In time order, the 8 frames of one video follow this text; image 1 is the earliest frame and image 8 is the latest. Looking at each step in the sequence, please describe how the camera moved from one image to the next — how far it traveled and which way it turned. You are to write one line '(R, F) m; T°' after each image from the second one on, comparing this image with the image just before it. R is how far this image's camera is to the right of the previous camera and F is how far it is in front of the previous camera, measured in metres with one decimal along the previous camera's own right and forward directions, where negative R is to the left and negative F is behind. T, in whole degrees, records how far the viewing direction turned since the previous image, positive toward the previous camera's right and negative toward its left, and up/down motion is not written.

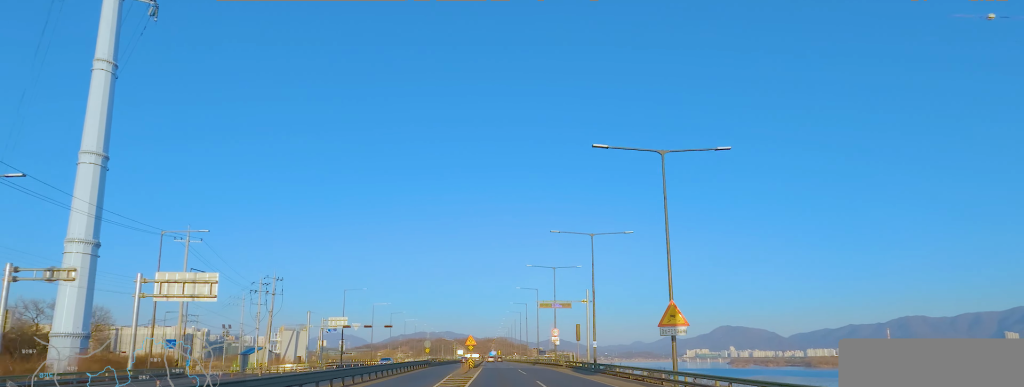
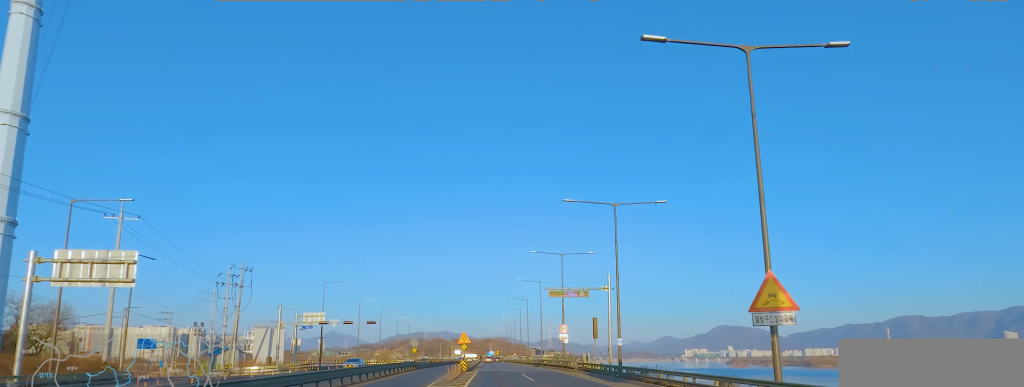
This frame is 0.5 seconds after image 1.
(-0.4, +7.5) m; 0°
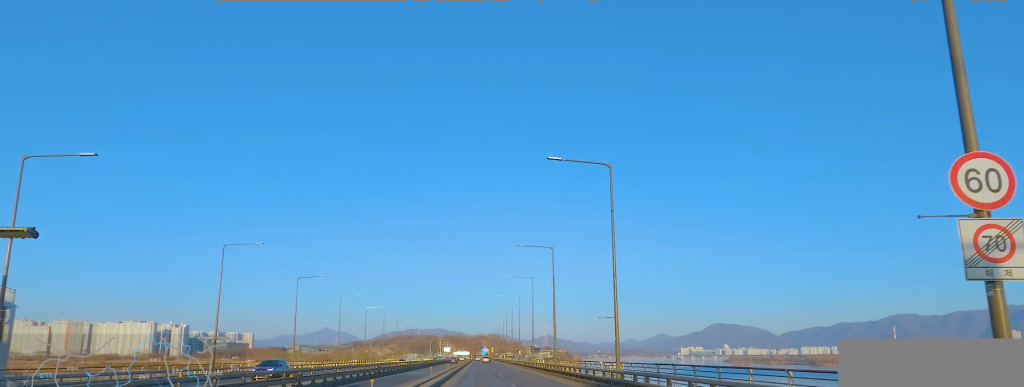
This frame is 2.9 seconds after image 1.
(+1.3, +43.2) m; +1°
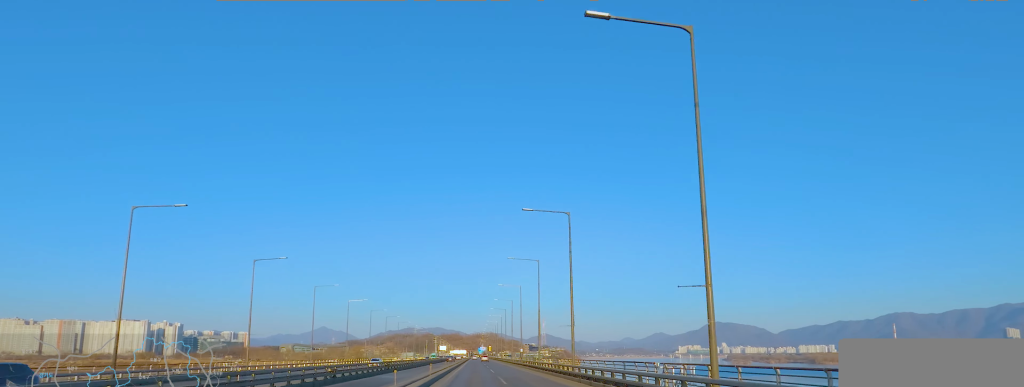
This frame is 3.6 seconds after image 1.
(+0.3, +11.8) m; -1°
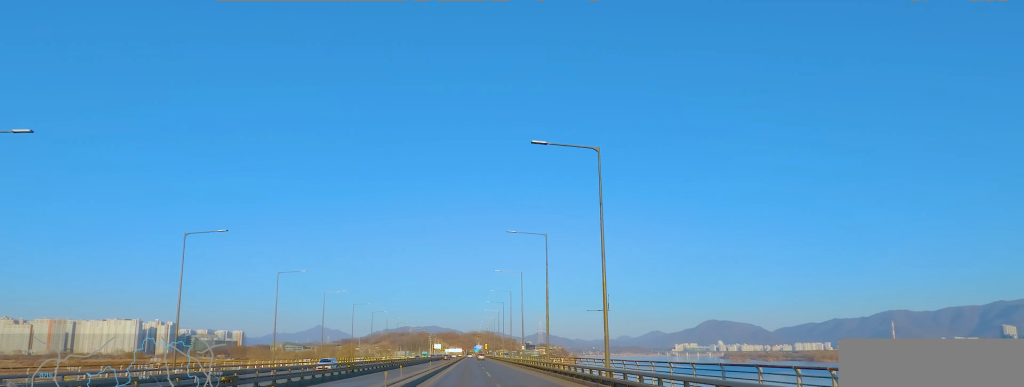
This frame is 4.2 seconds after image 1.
(-0.7, +12.1) m; -1°
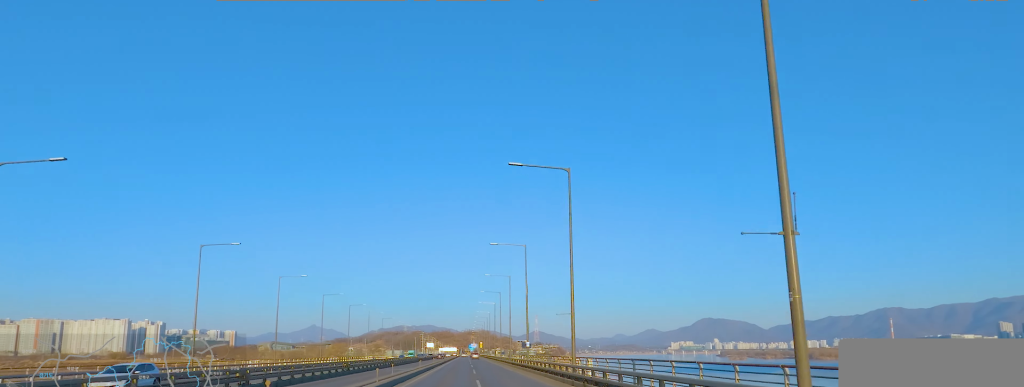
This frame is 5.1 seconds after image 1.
(0.0, +16.3) m; +2°
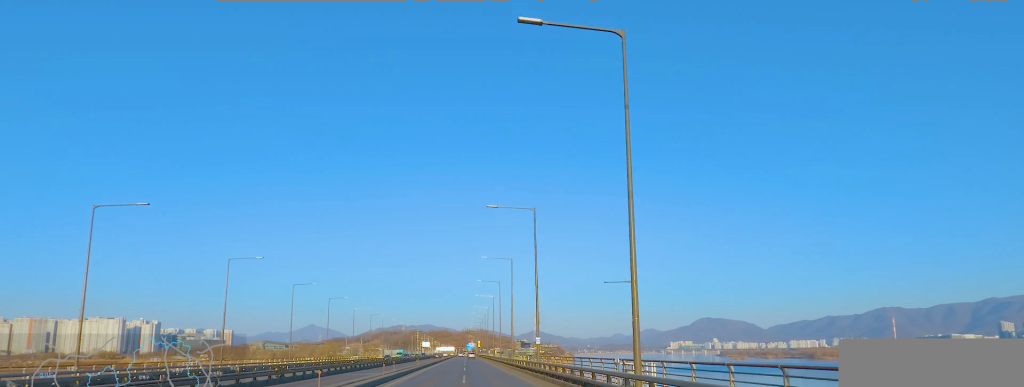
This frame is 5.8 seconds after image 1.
(+0.3, +12.9) m; +2°
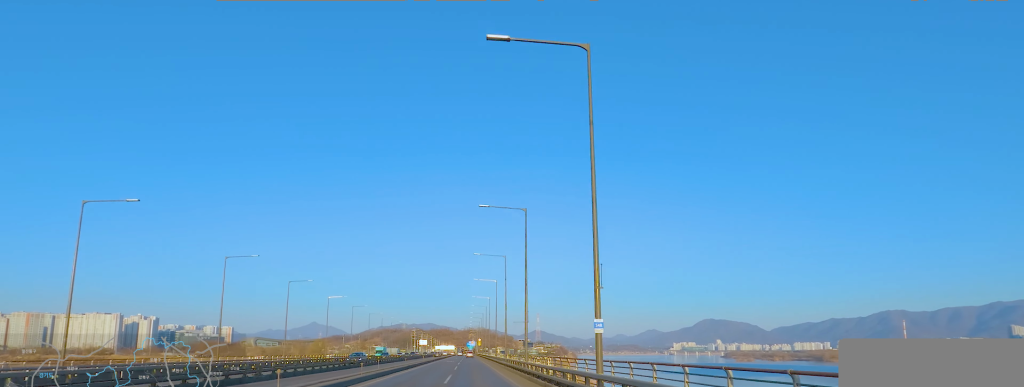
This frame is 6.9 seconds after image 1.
(+0.2, +20.6) m; -1°
